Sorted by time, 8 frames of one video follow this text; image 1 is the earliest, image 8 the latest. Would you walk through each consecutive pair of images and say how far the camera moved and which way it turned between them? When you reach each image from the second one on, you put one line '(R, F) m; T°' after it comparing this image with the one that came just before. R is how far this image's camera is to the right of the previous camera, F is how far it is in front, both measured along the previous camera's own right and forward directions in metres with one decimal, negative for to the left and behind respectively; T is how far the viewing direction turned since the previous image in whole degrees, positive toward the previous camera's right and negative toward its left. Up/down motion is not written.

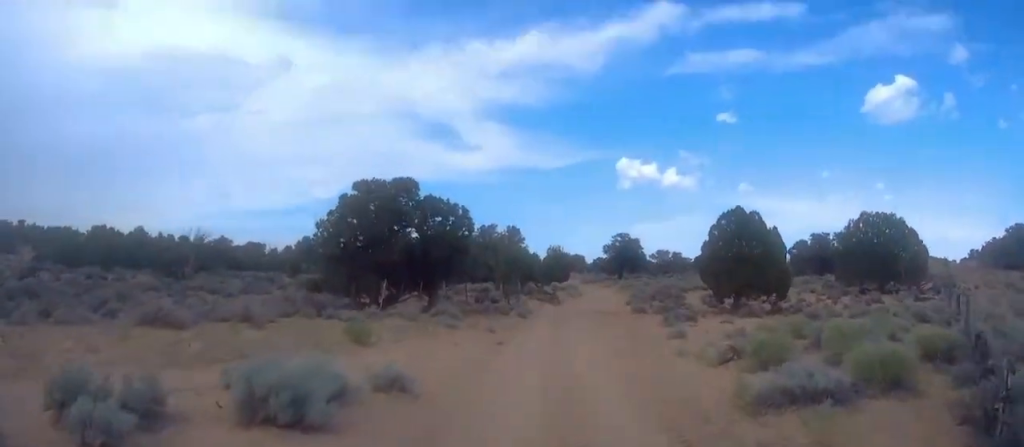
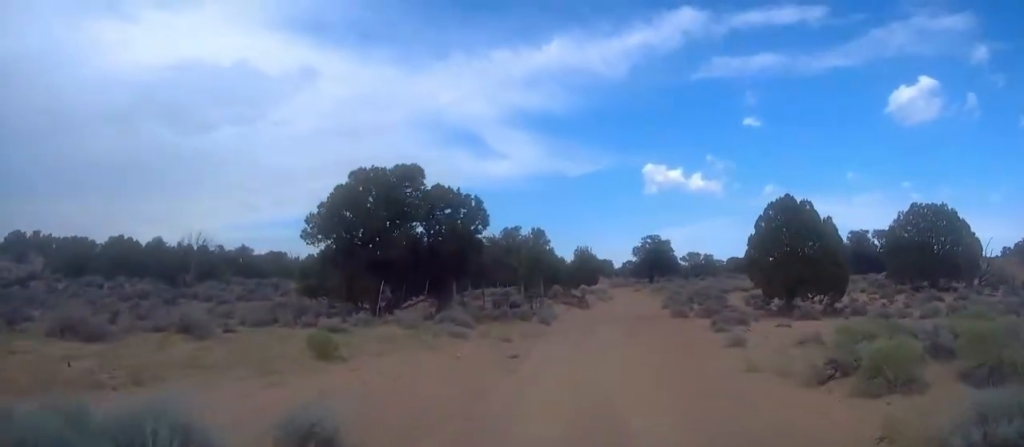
(+0.1, +5.3) m; +1°
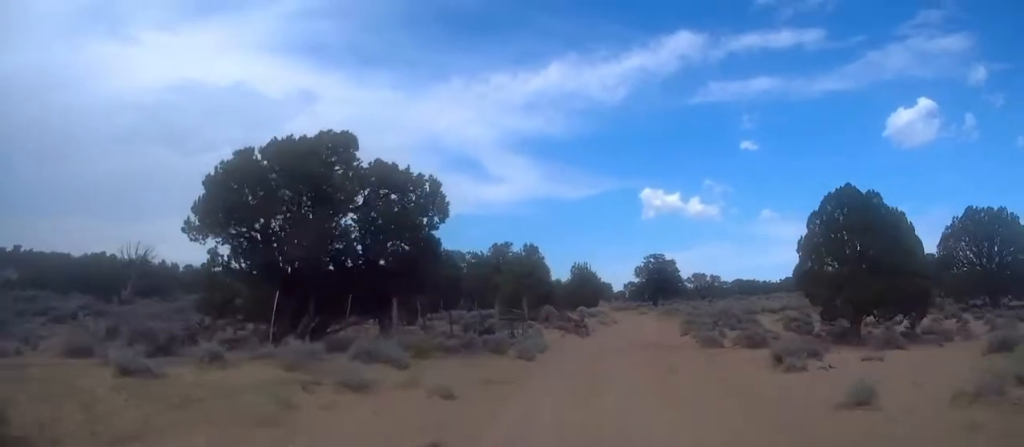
(+0.1, +9.2) m; 0°
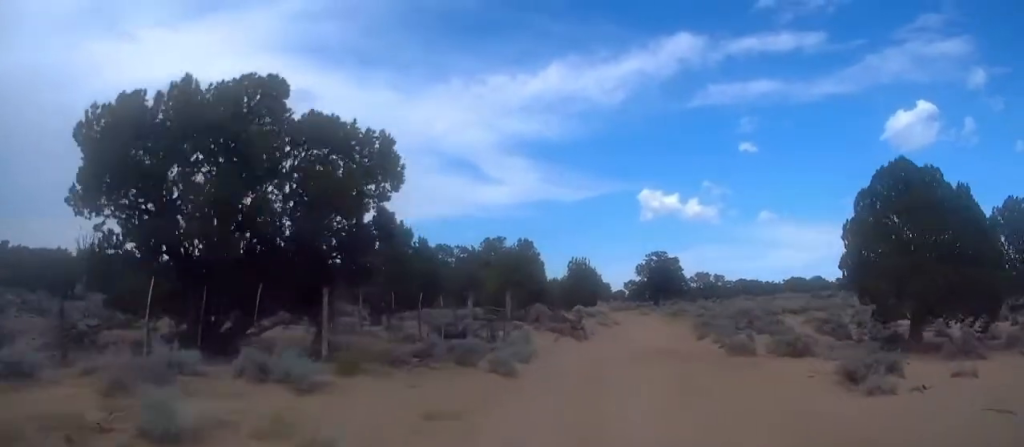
(0.0, +5.3) m; -1°
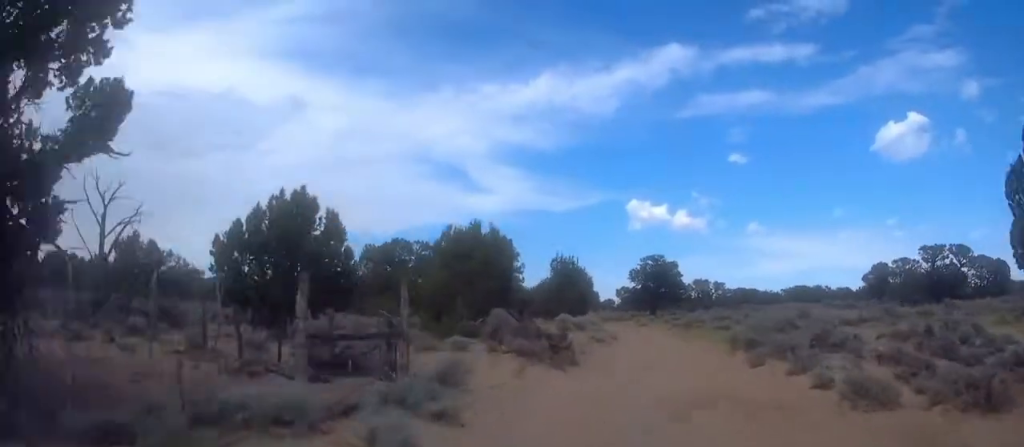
(-0.1, +10.0) m; -1°
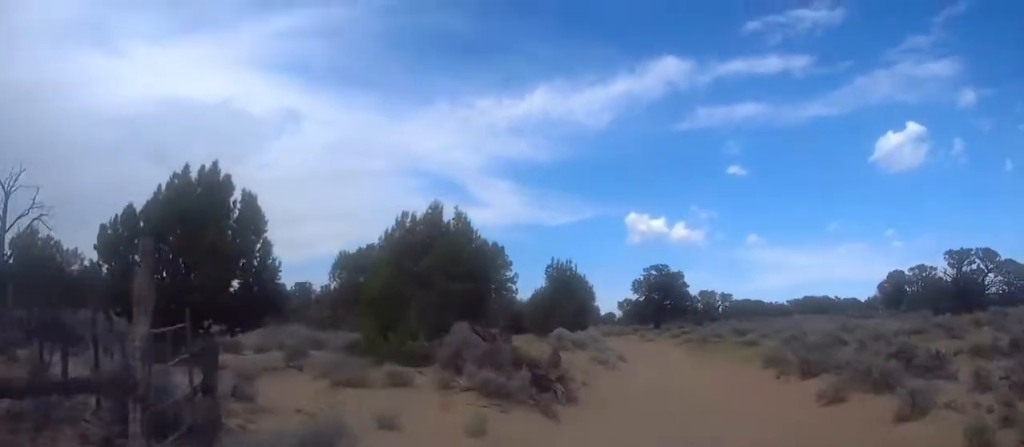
(-0.1, +5.6) m; 0°
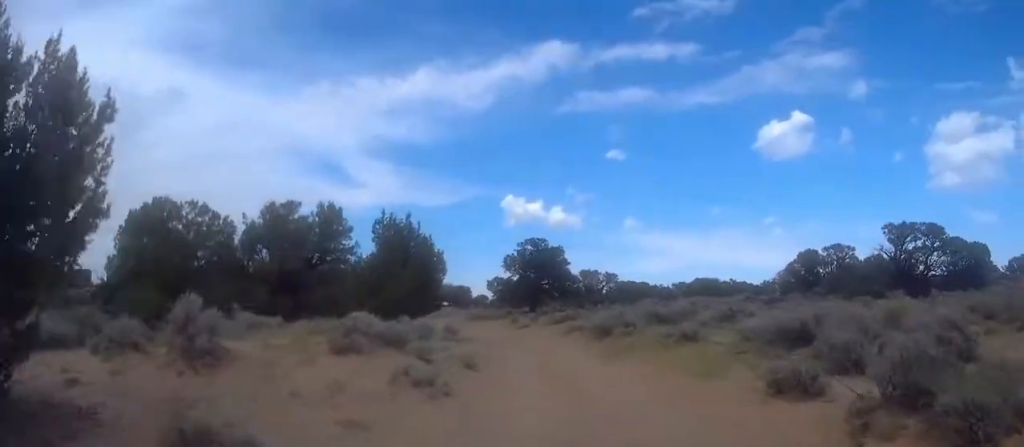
(+0.3, +13.9) m; +5°
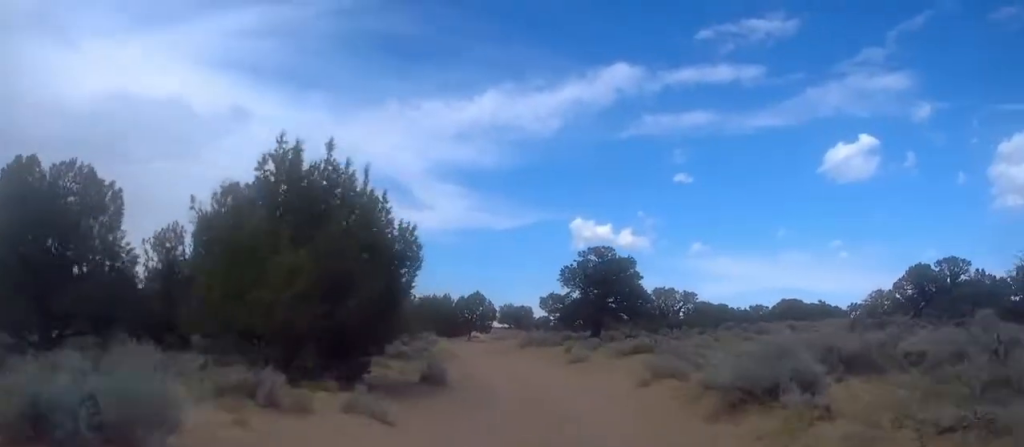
(+0.8, +16.3) m; 0°
